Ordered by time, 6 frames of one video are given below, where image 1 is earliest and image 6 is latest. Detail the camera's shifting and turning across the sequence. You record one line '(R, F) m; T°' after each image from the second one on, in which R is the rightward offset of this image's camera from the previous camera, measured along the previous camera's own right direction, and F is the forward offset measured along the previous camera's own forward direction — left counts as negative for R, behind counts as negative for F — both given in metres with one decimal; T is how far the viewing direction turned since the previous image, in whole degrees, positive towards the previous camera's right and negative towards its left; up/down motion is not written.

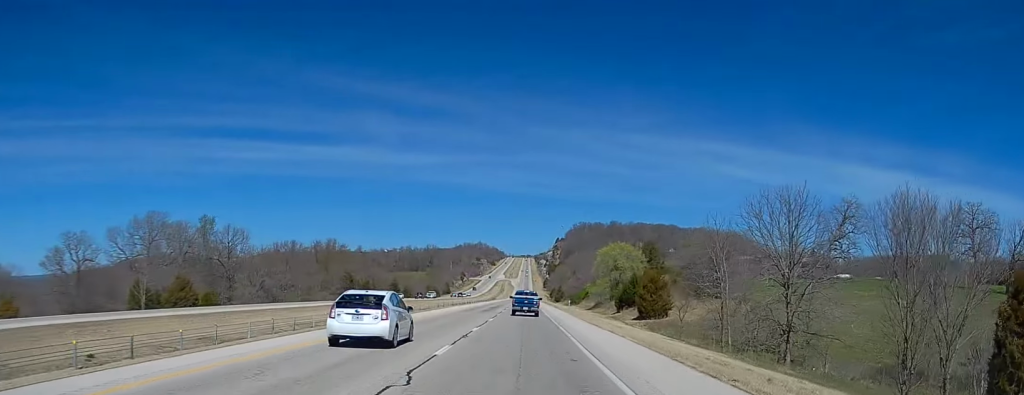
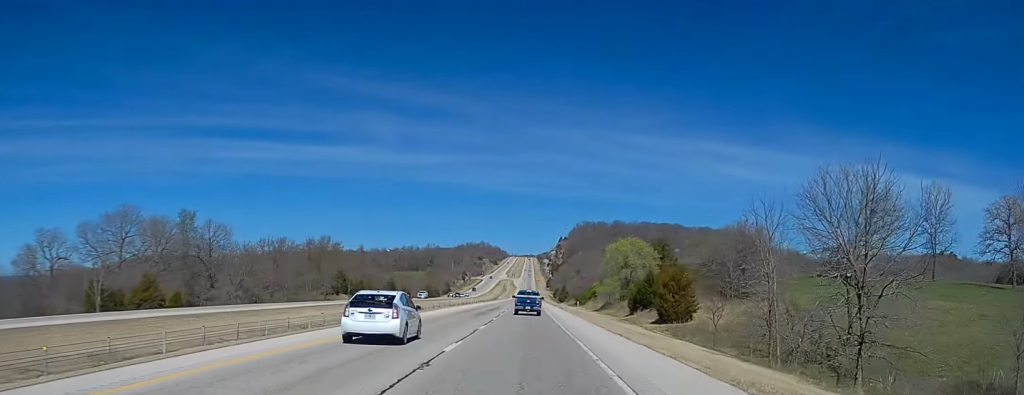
(+0.1, +10.8) m; -1°
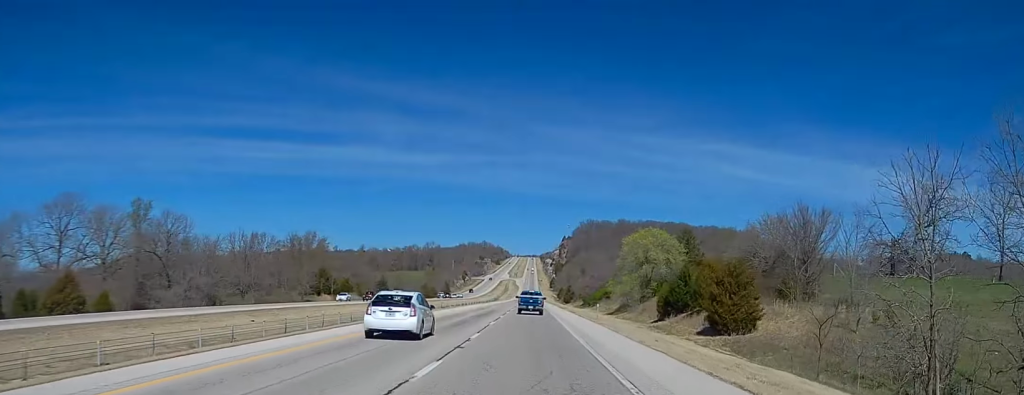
(-0.2, +19.1) m; -1°
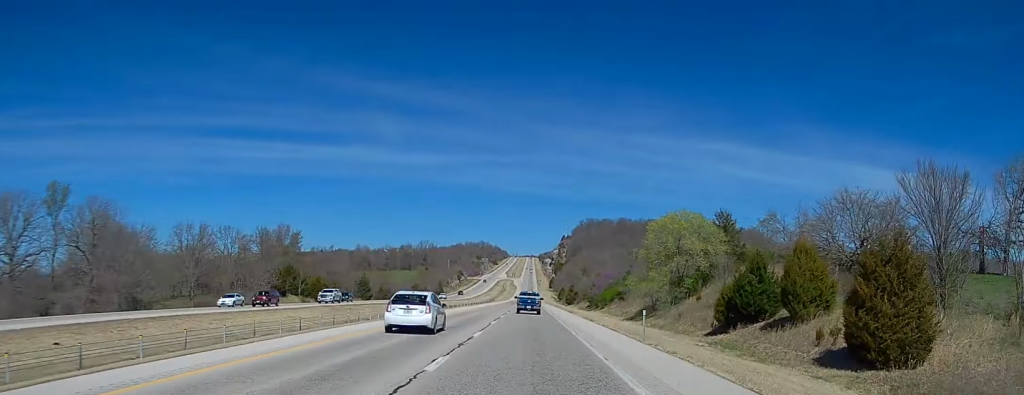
(-0.3, +23.5) m; 0°
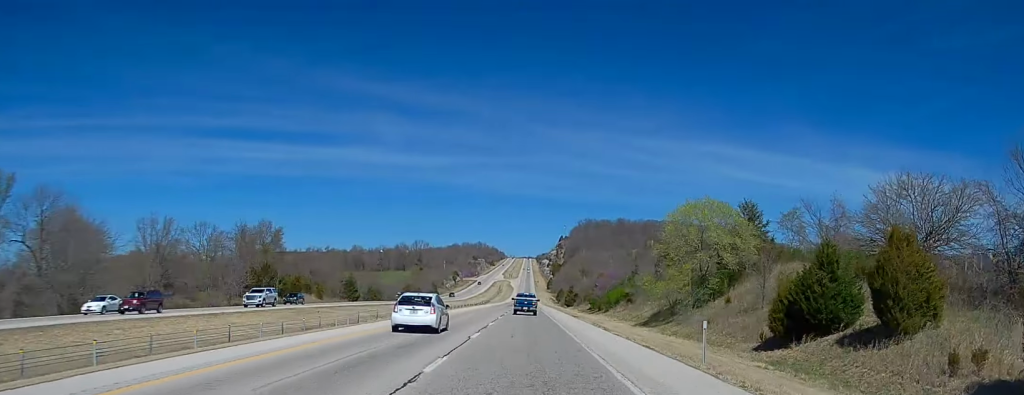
(+0.3, +12.2) m; +1°
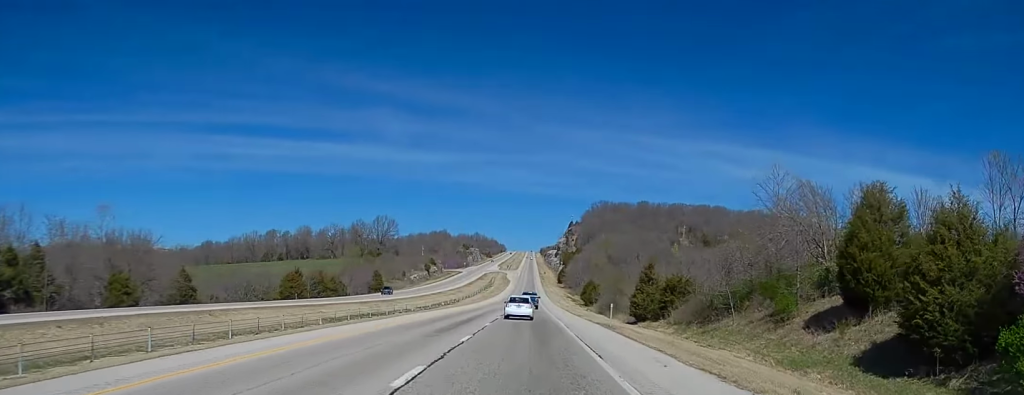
(-0.1, +137.3) m; +1°
